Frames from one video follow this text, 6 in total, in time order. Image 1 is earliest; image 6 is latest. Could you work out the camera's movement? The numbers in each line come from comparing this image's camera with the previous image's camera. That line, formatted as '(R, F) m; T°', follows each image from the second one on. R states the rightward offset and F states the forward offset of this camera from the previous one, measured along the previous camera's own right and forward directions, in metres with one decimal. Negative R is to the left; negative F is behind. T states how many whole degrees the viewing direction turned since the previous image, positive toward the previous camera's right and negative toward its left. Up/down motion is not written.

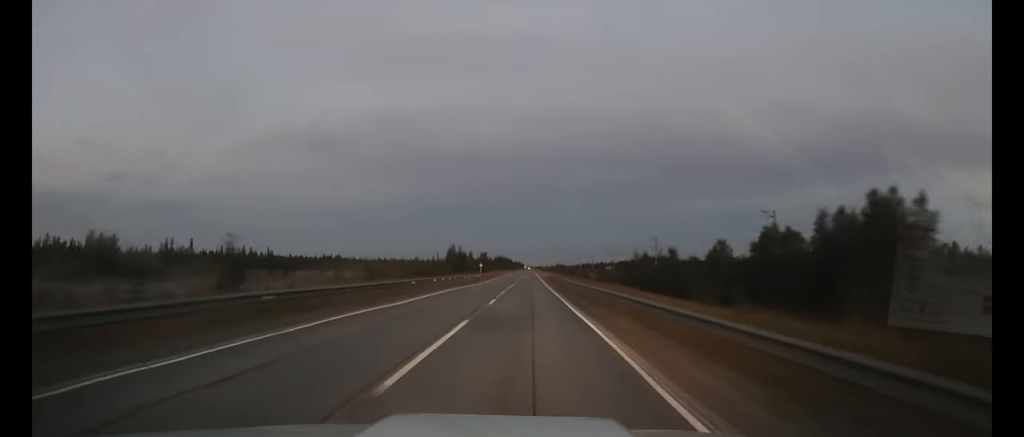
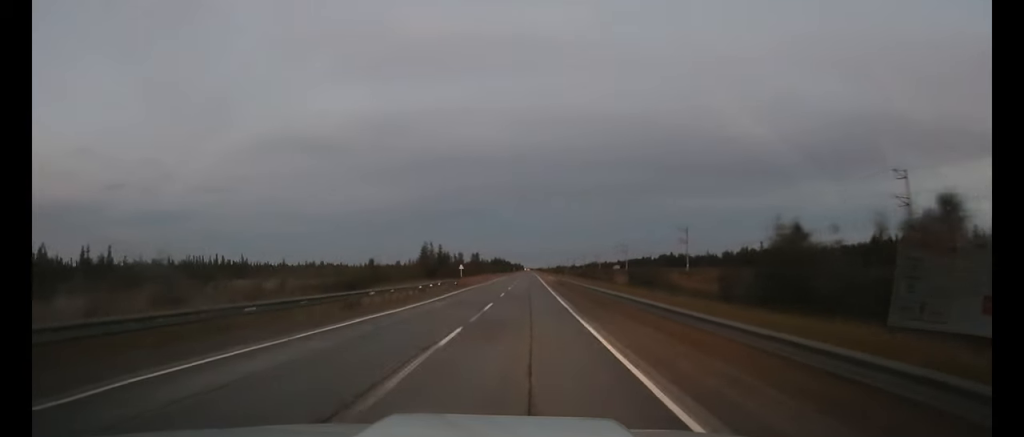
(+0.1, +36.9) m; 0°
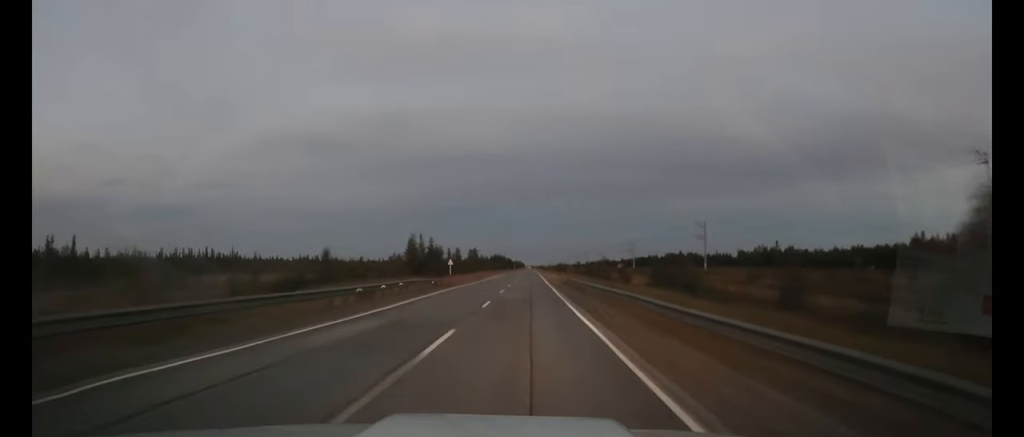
(0.0, +13.8) m; 0°
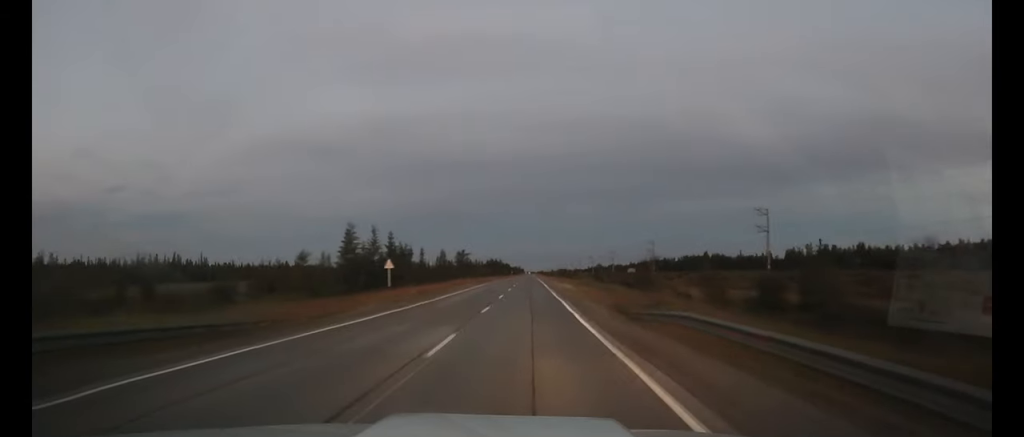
(0.0, +35.6) m; 0°
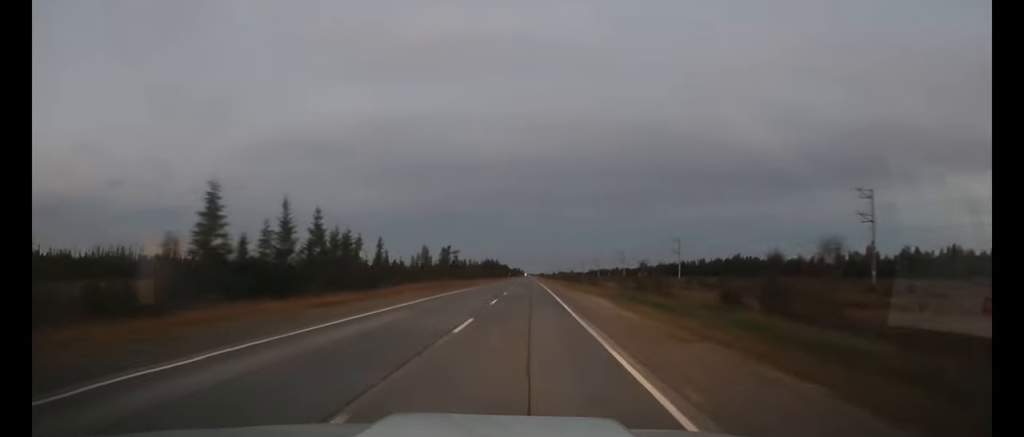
(0.0, +31.6) m; 0°
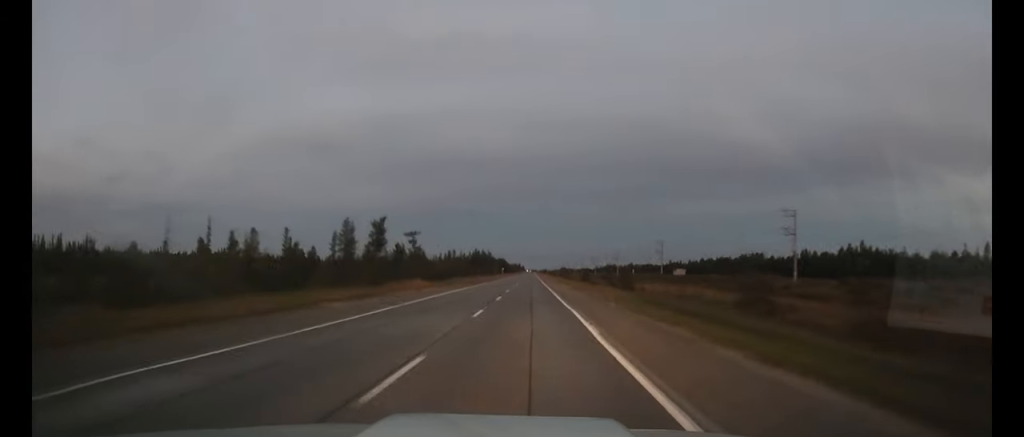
(0.0, +67.3) m; 0°
